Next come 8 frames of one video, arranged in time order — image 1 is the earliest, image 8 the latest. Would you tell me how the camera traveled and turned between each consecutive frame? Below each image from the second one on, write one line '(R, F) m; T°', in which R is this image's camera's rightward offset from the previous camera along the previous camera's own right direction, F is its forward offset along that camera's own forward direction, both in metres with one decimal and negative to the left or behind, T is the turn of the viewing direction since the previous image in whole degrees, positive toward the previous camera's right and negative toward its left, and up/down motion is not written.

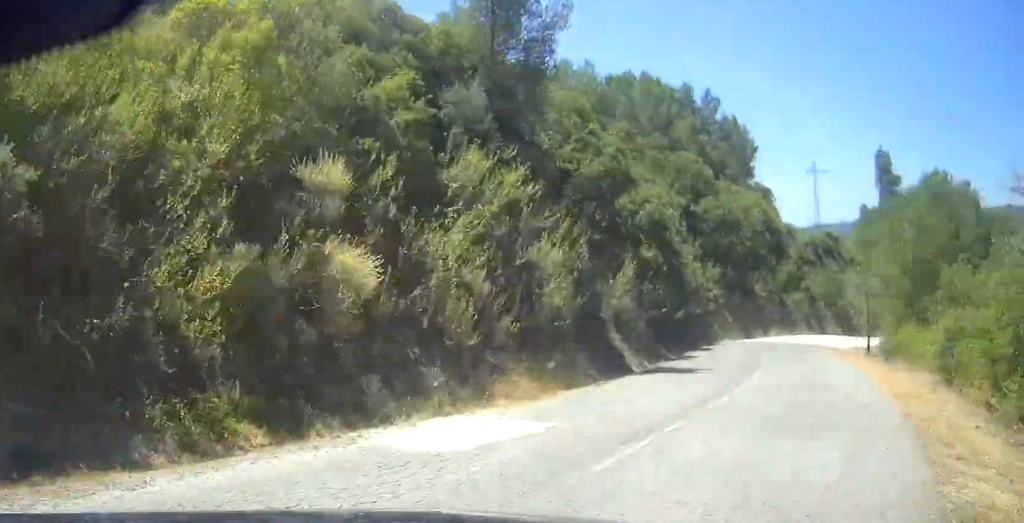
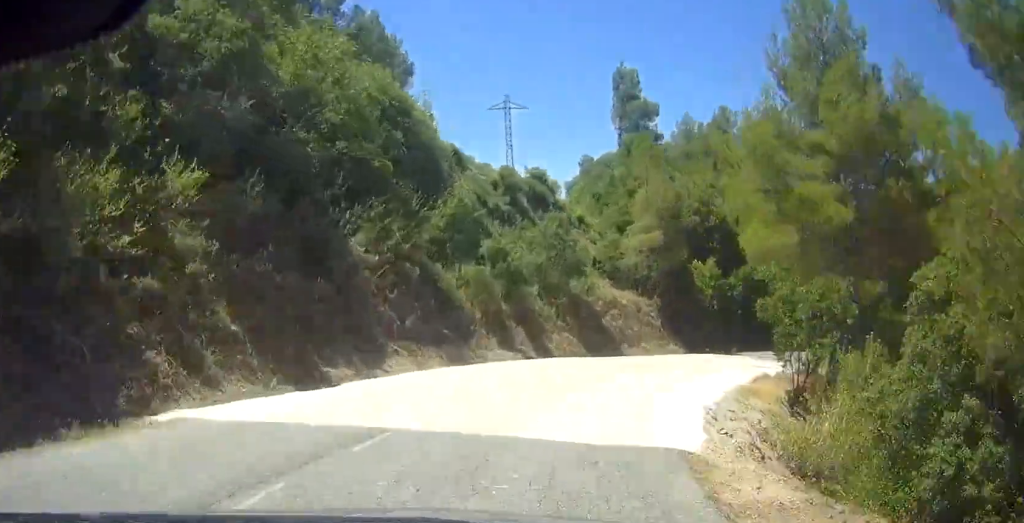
(+13.8, +33.0) m; +25°
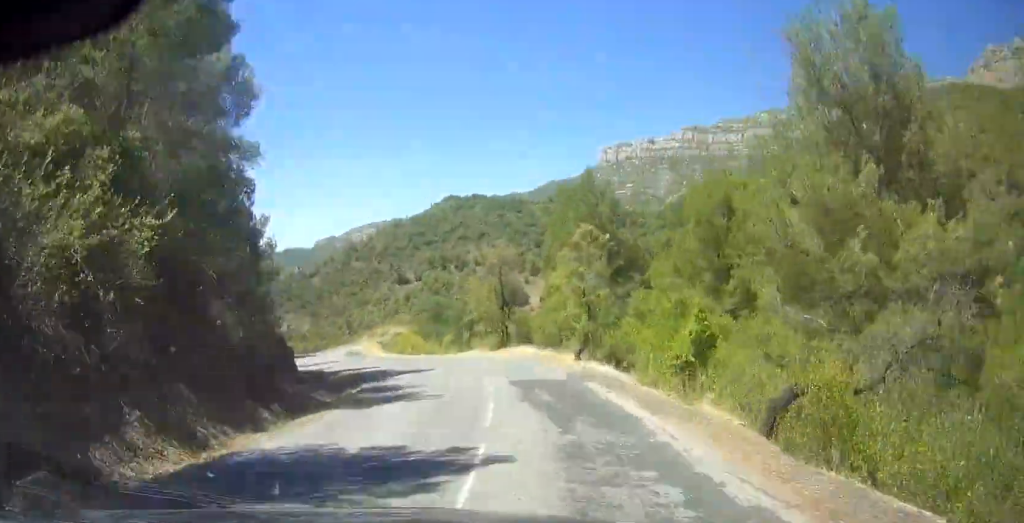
(+4.2, +53.6) m; +8°
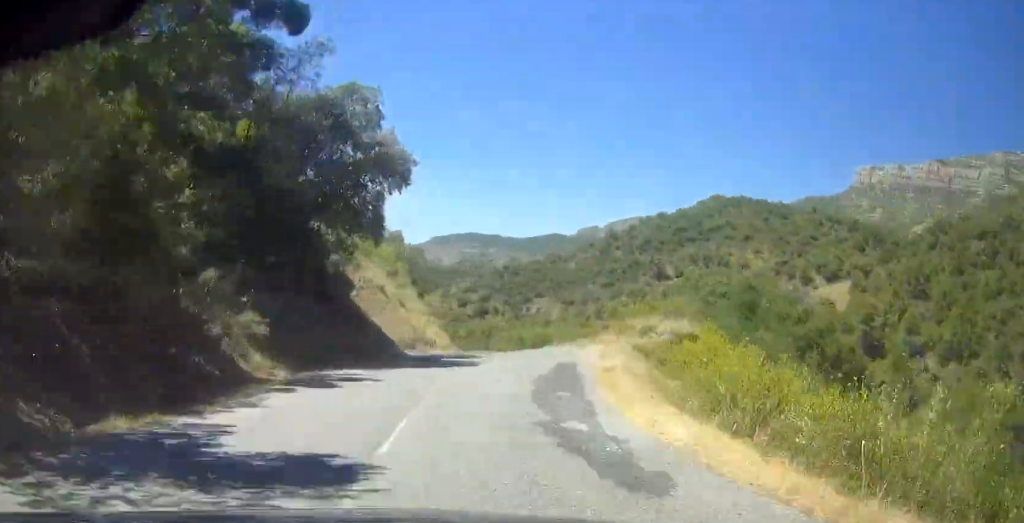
(+2.1, +31.1) m; -1°
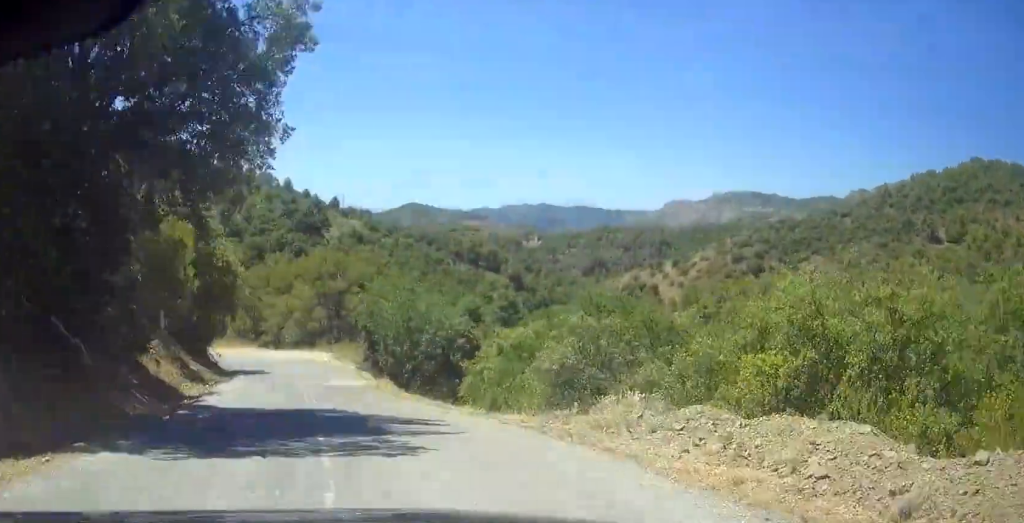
(-11.5, +53.9) m; -31°
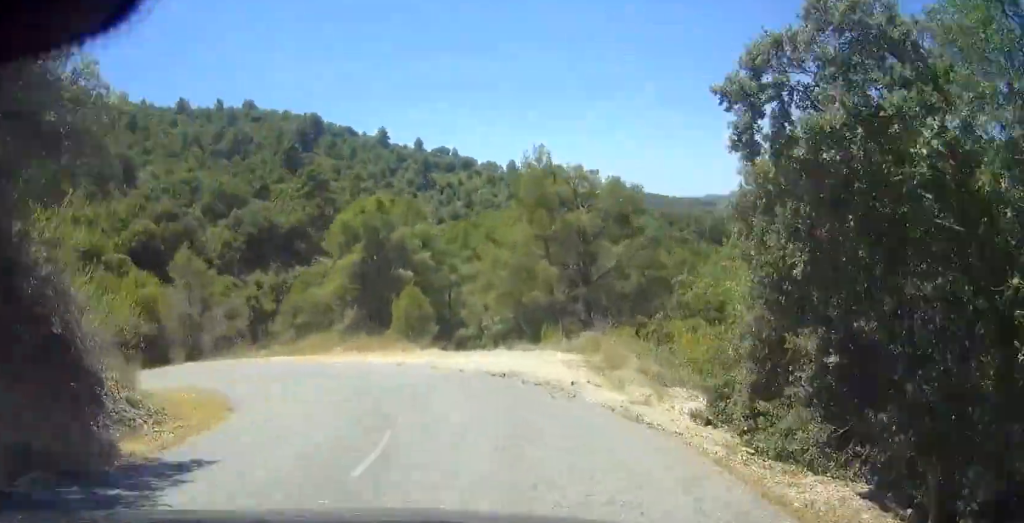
(-6.7, +31.6) m; -25°
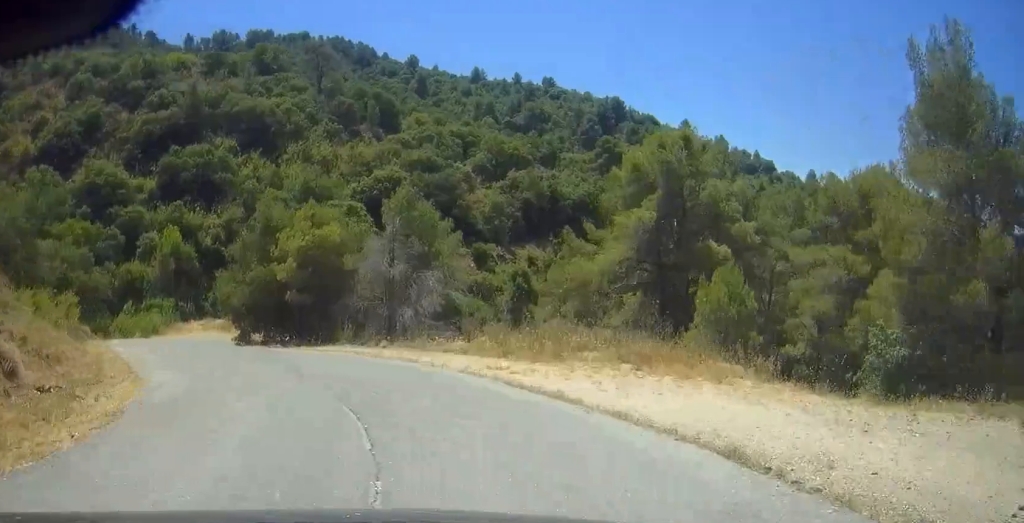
(-1.3, +18.1) m; -14°
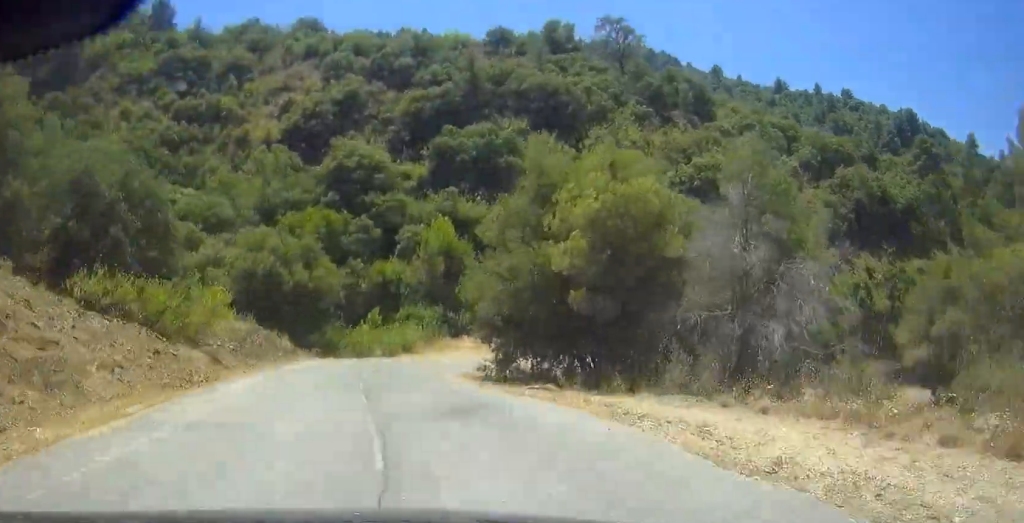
(-1.9, +13.9) m; -2°
